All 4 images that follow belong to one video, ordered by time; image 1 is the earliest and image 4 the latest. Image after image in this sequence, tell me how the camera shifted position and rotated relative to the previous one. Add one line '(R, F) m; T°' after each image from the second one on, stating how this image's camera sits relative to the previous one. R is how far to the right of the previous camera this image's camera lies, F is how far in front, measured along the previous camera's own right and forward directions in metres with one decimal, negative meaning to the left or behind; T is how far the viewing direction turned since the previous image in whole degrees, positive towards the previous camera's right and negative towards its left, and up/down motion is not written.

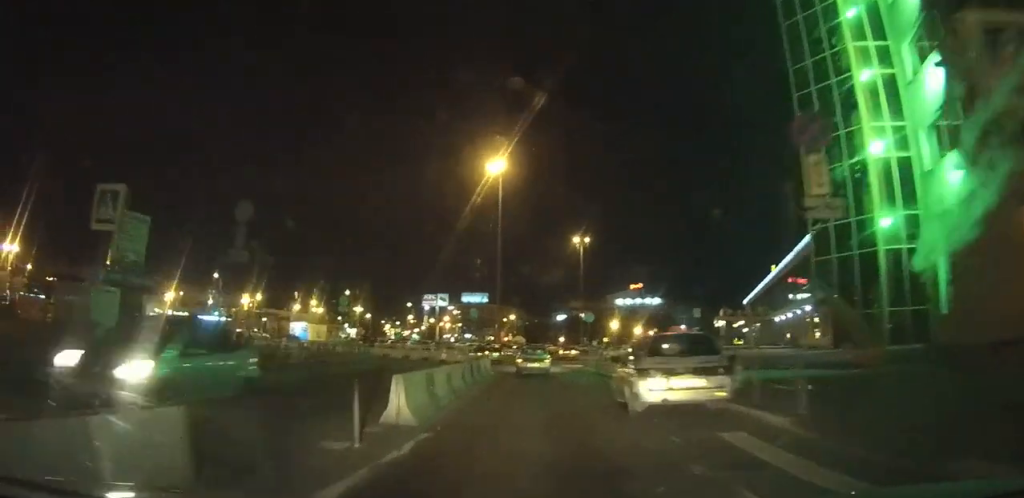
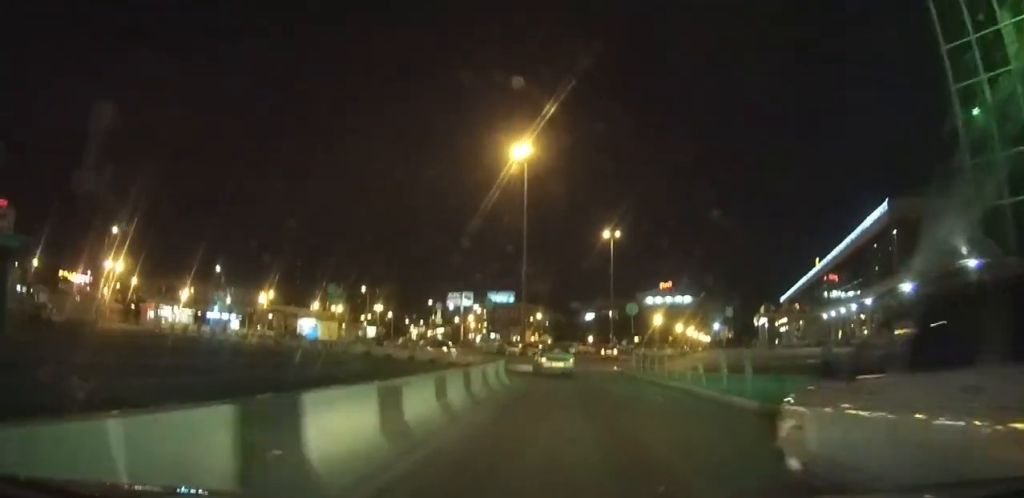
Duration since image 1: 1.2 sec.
(-0.1, +7.9) m; -1°
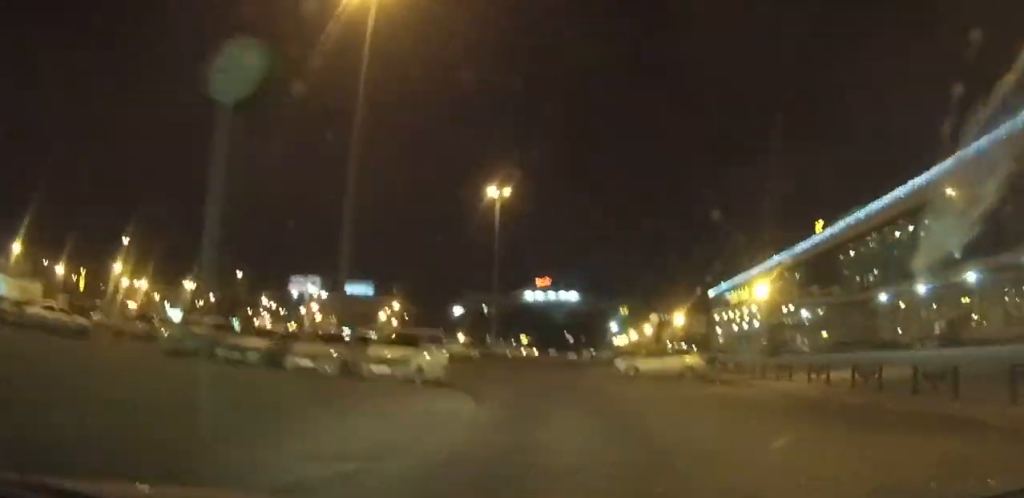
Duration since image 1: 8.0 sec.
(+1.4, +40.7) m; +6°
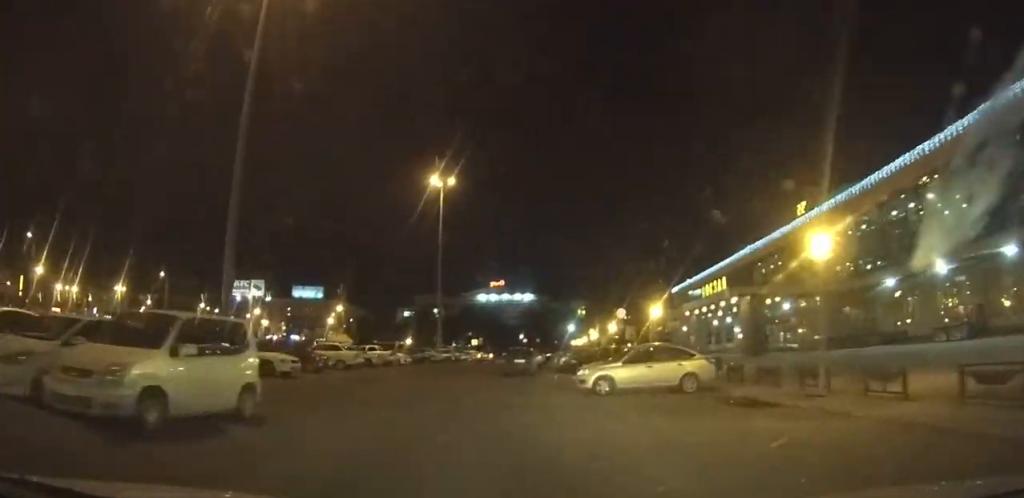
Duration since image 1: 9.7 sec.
(+0.6, +9.8) m; +1°
